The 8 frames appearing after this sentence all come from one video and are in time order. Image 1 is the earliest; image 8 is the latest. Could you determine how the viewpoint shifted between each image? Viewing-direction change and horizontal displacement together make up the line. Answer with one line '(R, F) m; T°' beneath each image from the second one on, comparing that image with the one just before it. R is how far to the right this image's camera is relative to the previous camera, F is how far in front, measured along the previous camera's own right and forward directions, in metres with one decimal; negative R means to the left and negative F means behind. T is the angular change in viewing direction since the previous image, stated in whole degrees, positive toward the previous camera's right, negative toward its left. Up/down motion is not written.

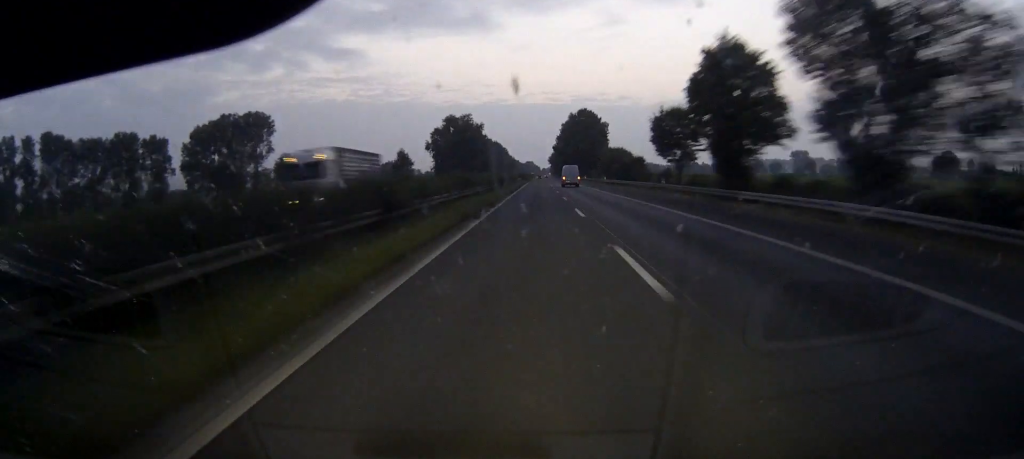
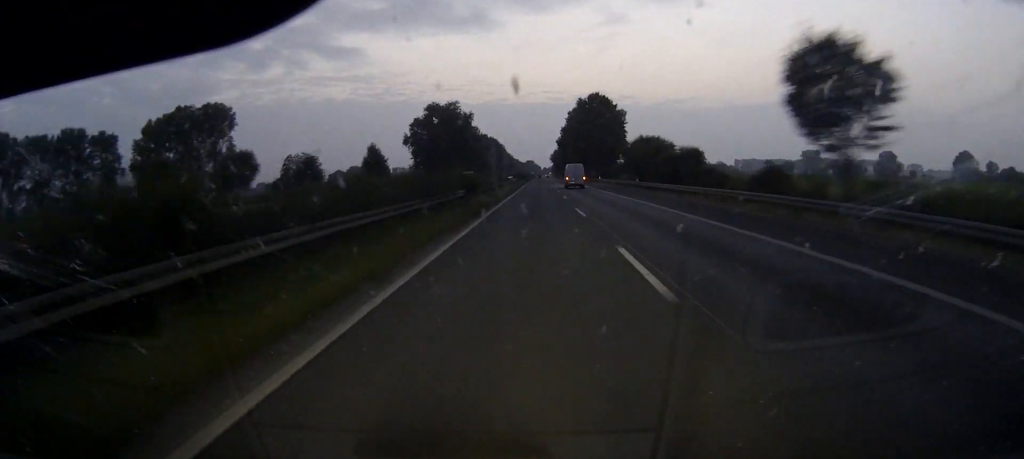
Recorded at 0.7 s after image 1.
(0.0, +35.8) m; 0°
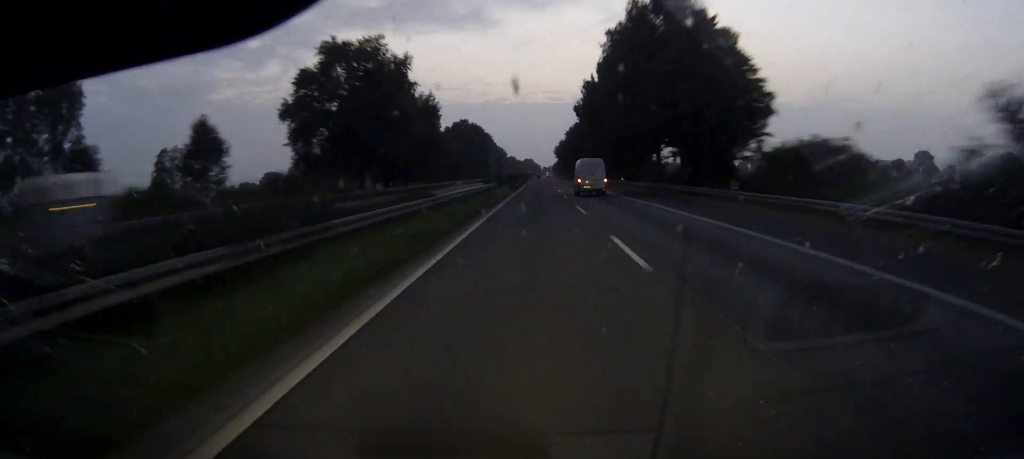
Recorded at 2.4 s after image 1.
(0.0, +85.7) m; 0°
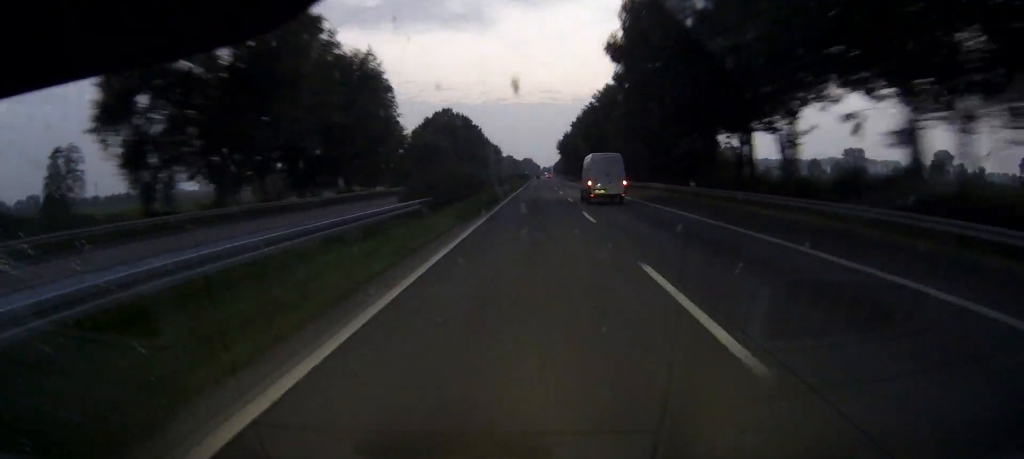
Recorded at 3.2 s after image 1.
(0.0, +41.4) m; 0°
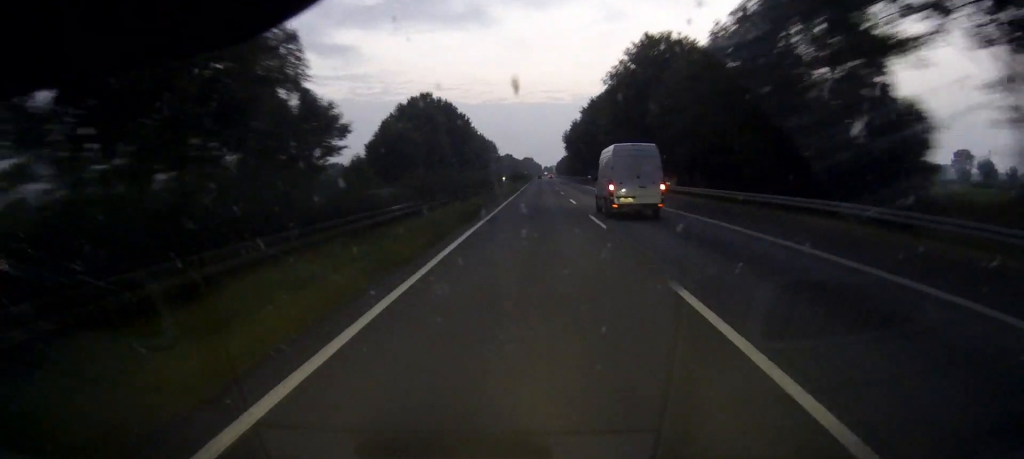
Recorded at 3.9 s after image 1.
(-0.1, +38.0) m; 0°
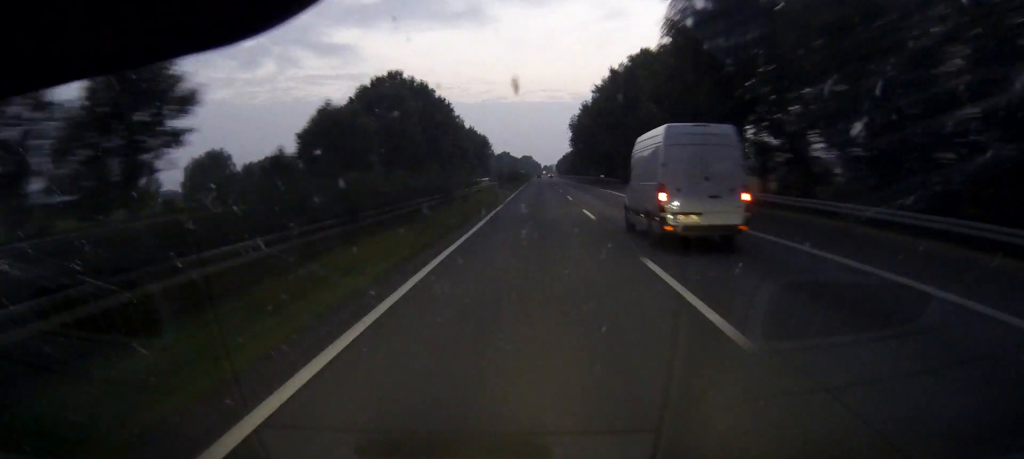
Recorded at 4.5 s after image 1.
(-0.1, +32.9) m; 0°
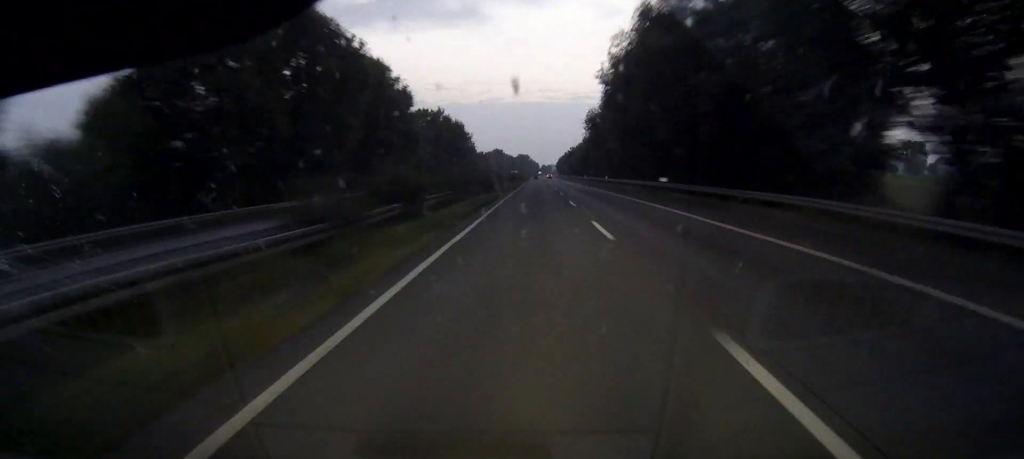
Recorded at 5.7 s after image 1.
(+0.2, +62.5) m; 0°
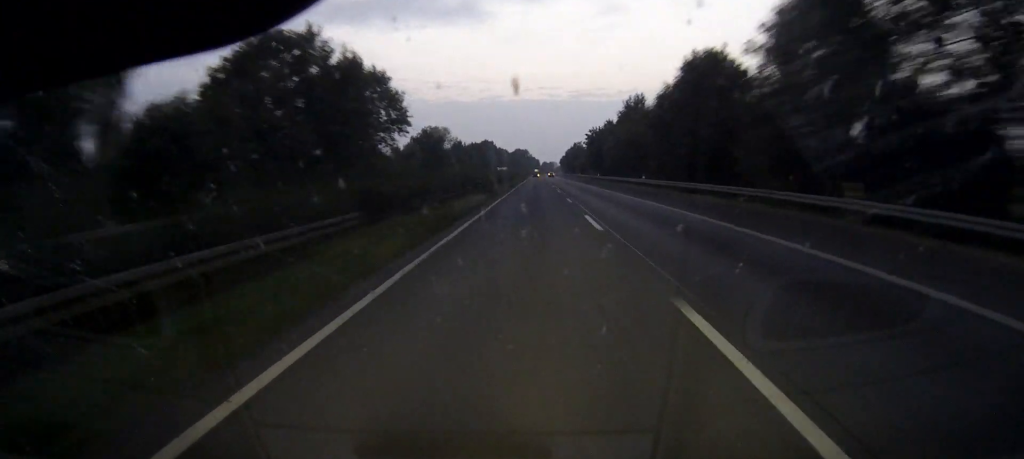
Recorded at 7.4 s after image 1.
(+0.2, +86.8) m; 0°
